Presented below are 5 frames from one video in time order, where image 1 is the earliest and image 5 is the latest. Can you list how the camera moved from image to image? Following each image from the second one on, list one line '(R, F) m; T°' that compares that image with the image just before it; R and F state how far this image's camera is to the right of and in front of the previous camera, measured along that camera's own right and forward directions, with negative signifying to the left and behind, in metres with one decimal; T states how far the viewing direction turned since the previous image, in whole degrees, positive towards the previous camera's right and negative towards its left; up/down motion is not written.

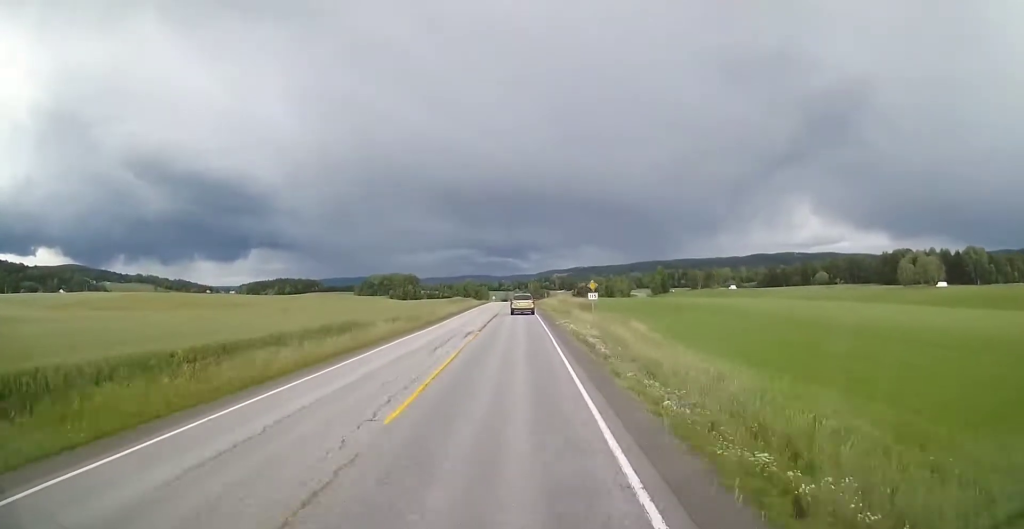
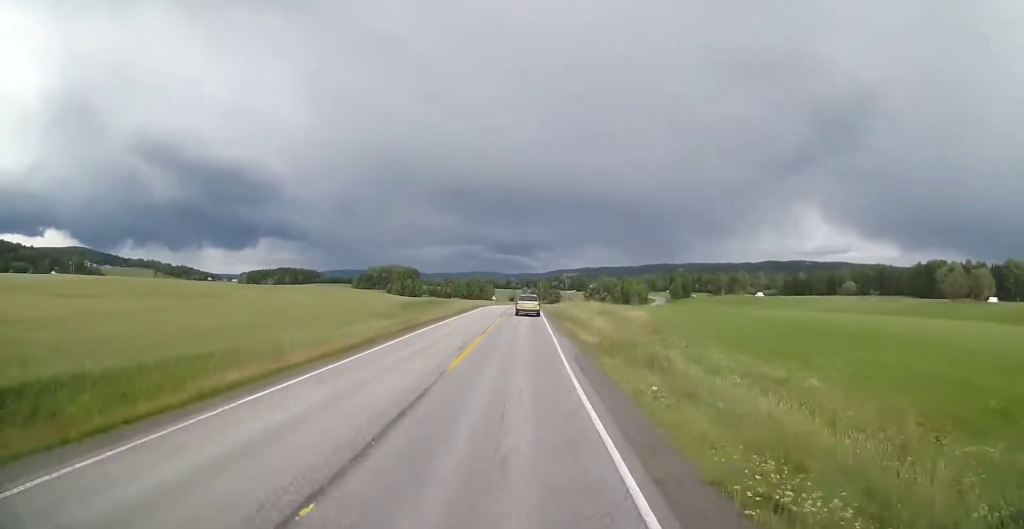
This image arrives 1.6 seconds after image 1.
(-0.5, +30.7) m; -1°
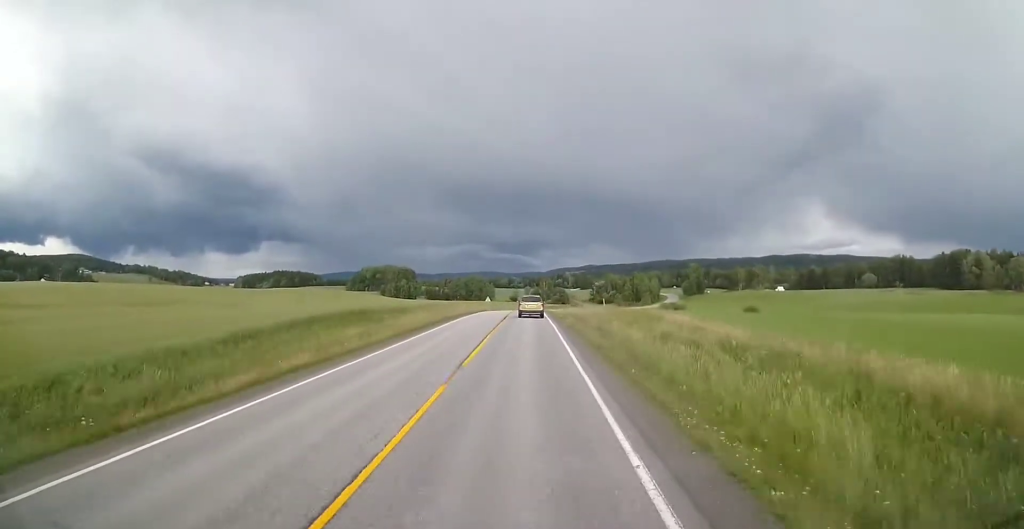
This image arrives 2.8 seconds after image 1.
(0.0, +24.1) m; 0°
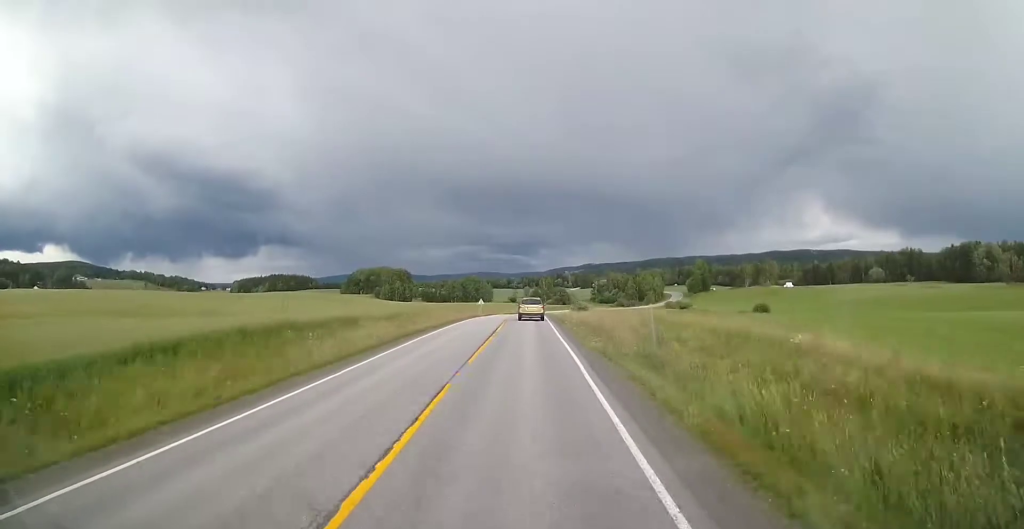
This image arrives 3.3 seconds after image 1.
(0.0, +11.5) m; 0°
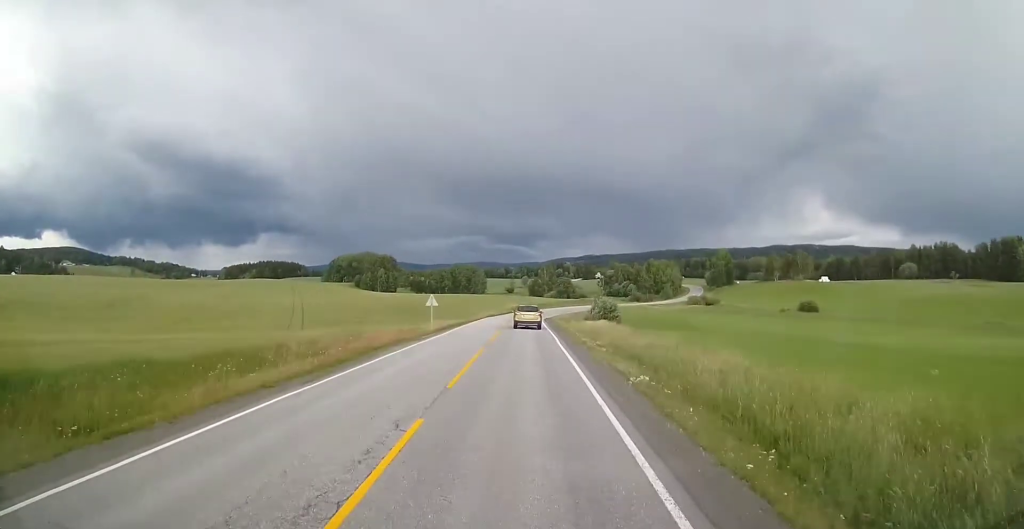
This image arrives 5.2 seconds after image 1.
(0.0, +38.7) m; 0°
